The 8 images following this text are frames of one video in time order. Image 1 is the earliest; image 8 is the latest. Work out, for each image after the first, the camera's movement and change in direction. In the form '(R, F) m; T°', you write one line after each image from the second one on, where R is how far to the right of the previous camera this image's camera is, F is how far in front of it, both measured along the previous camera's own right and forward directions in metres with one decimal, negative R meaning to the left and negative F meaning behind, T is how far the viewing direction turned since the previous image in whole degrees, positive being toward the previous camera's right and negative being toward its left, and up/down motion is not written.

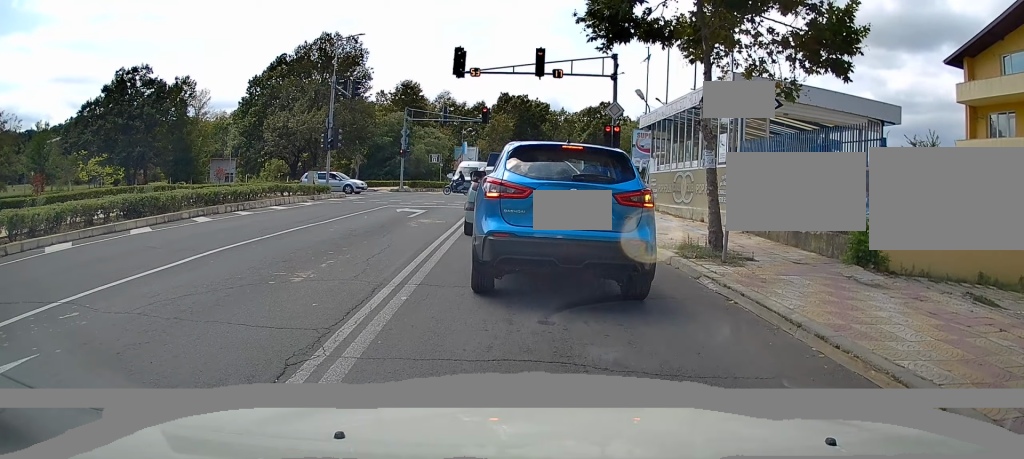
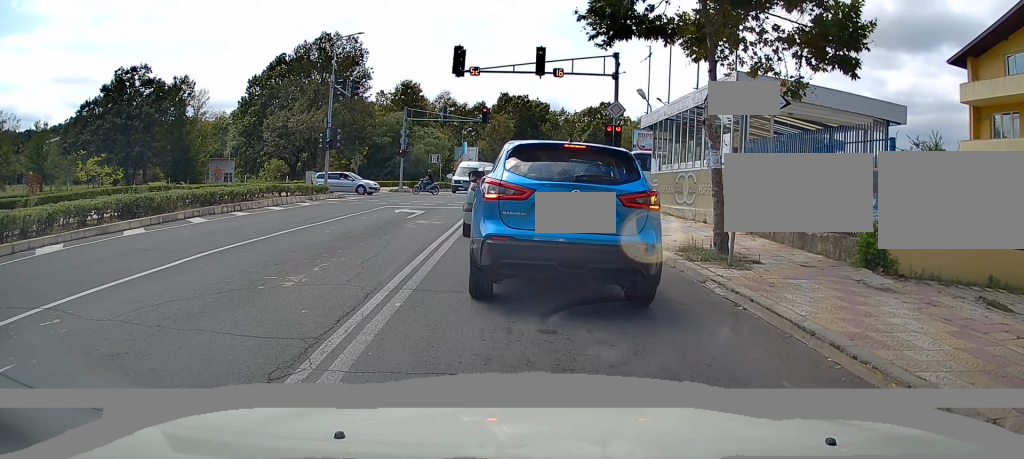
(+0.1, +0.3) m; 0°
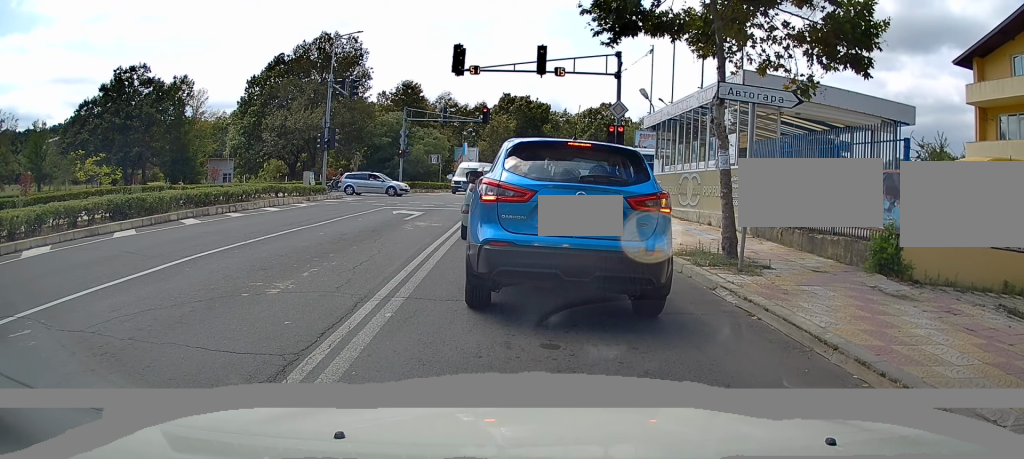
(+0.3, +0.6) m; 0°
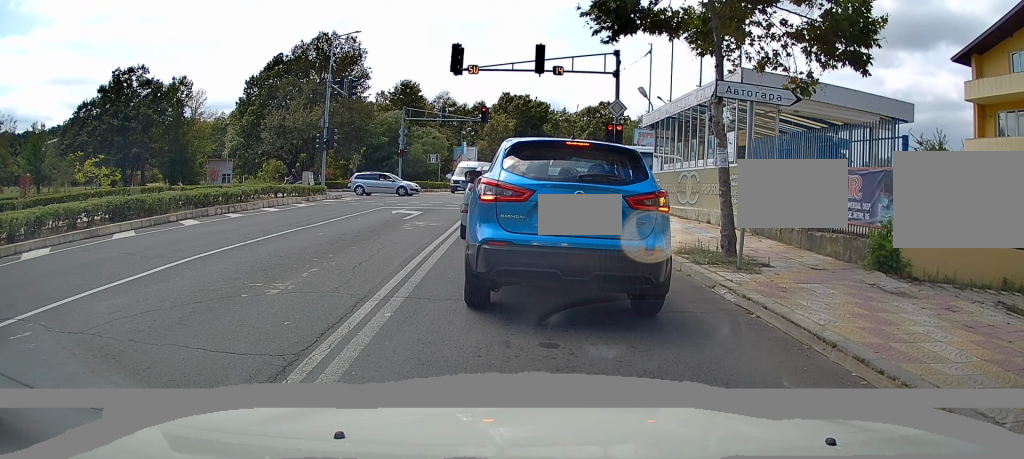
(+0.1, +0.2) m; 0°
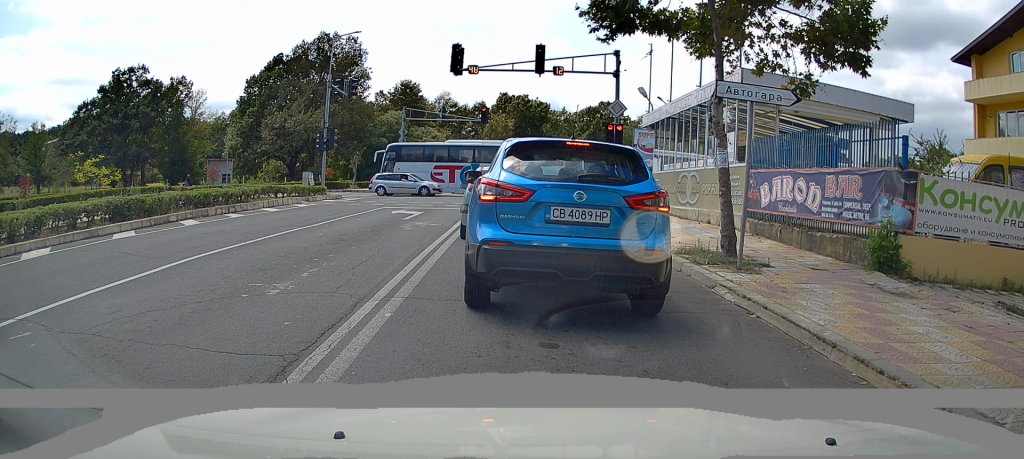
(+0.2, +0.4) m; 0°
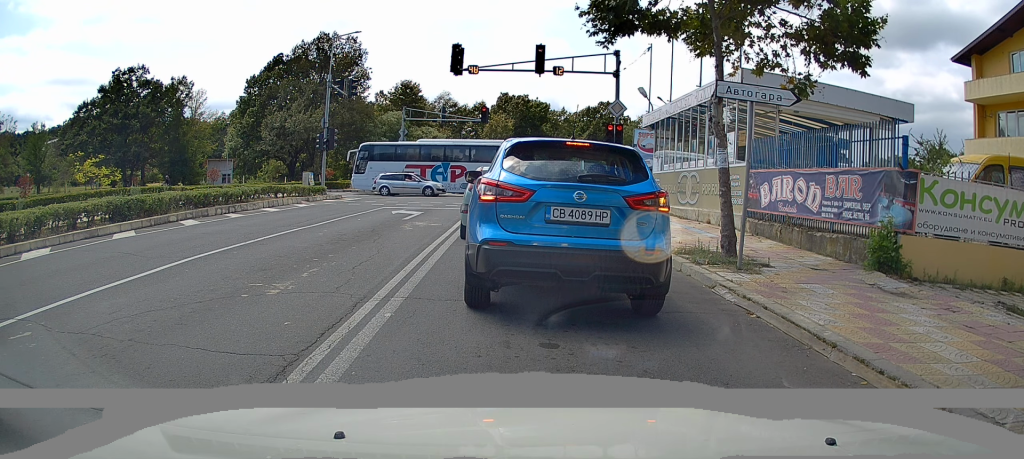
(0.0, 0.0) m; 0°
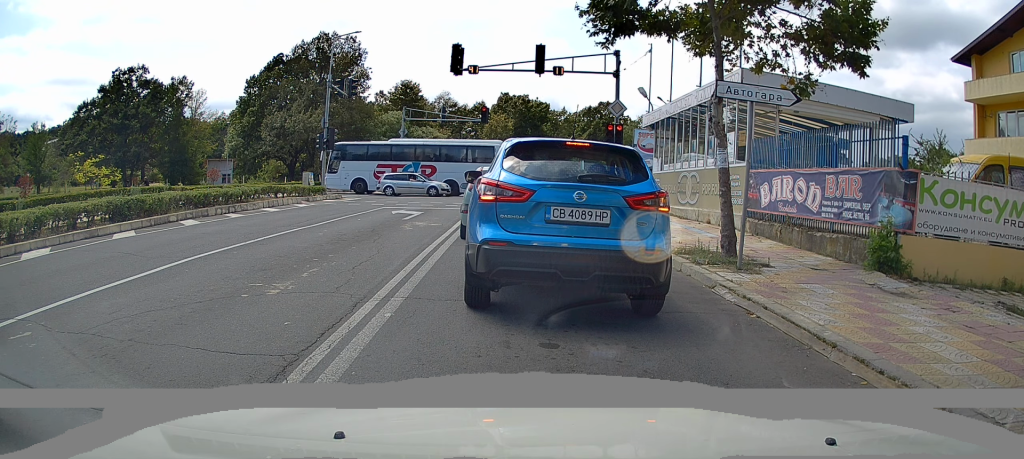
(0.0, 0.0) m; 0°
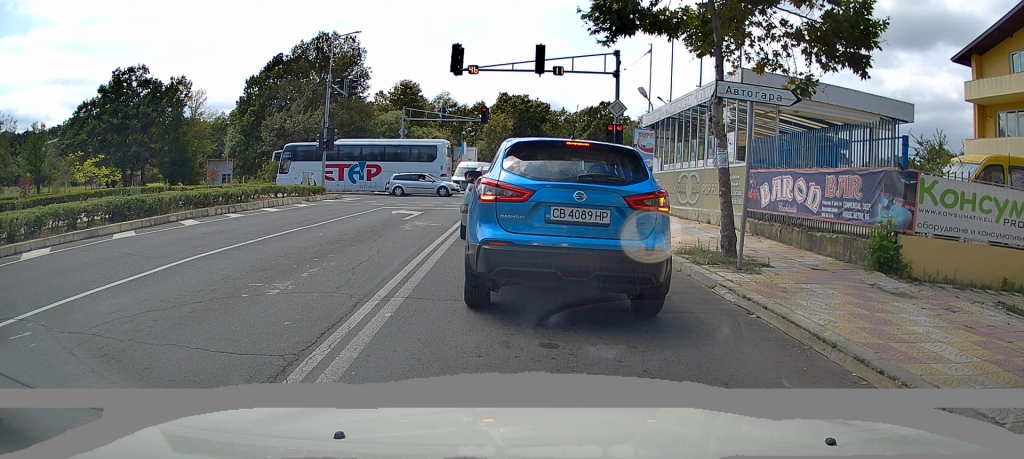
(0.0, 0.0) m; 0°
